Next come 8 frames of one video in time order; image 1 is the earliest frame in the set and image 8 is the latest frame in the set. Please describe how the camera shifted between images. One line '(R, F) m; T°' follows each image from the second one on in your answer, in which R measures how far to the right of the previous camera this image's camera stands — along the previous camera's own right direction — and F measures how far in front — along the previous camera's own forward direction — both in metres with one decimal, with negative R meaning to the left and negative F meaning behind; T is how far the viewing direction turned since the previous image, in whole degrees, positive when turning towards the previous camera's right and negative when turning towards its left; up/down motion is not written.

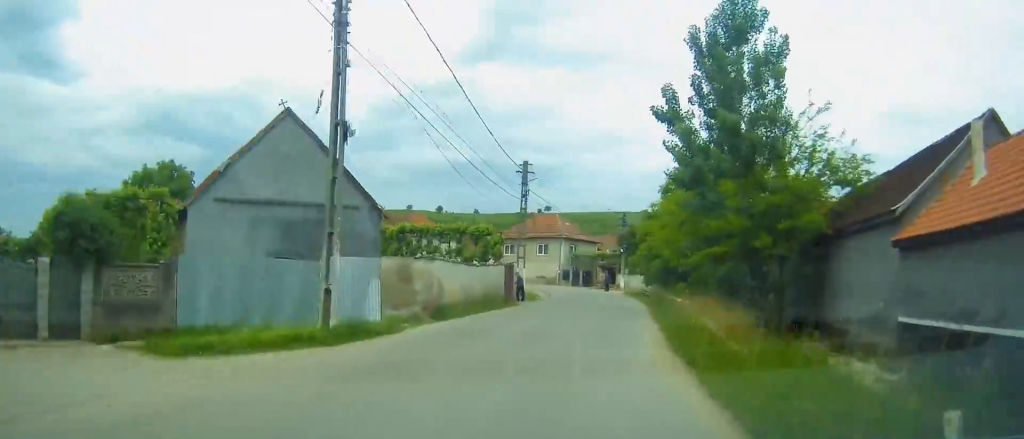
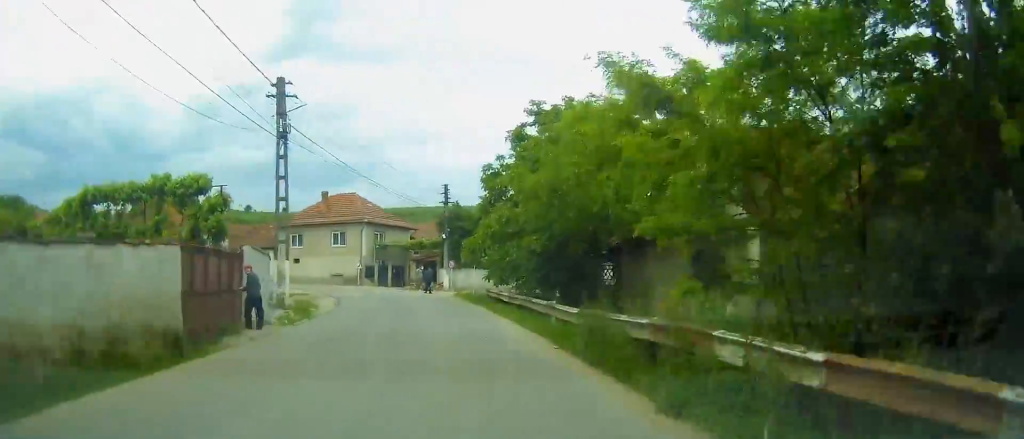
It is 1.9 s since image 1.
(+2.4, +17.4) m; 0°
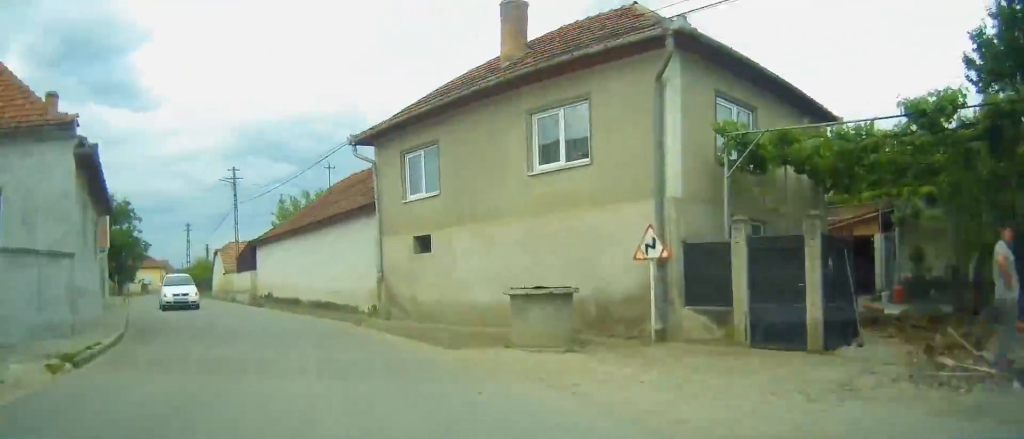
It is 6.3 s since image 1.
(-8.3, +43.7) m; -27°
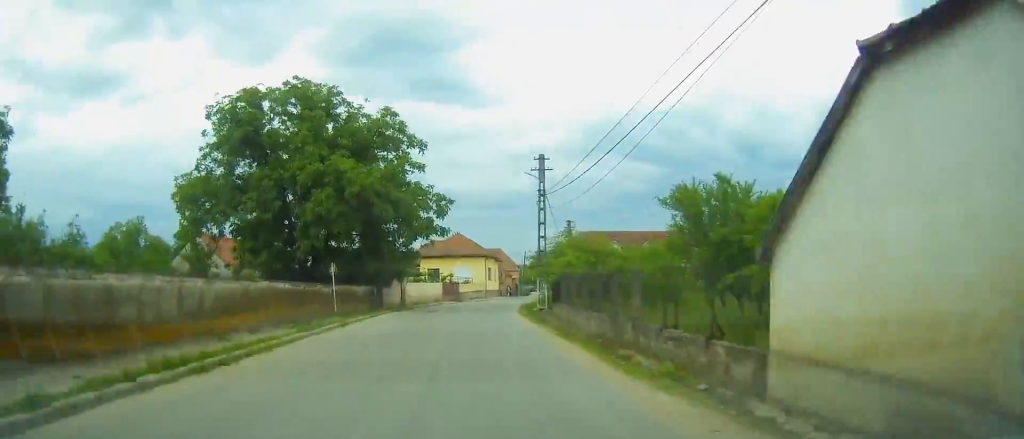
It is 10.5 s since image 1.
(-11.5, +46.2) m; -11°
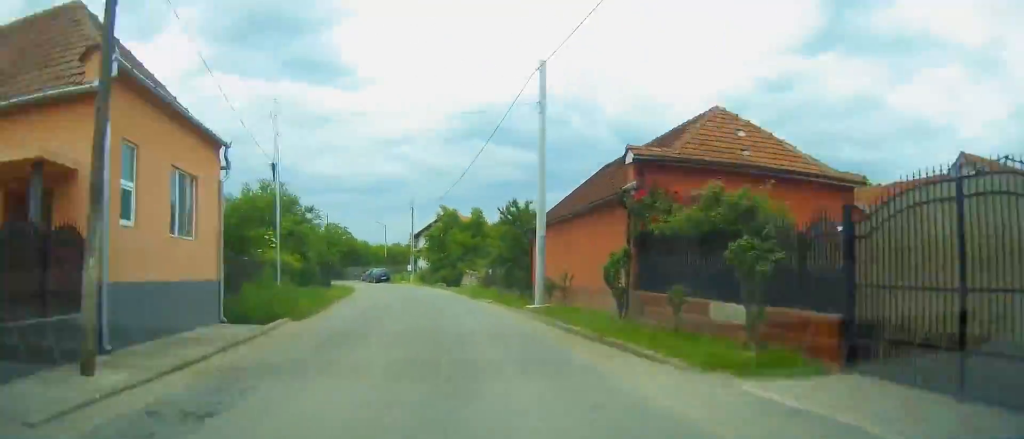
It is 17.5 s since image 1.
(+5.1, +88.6) m; -3°
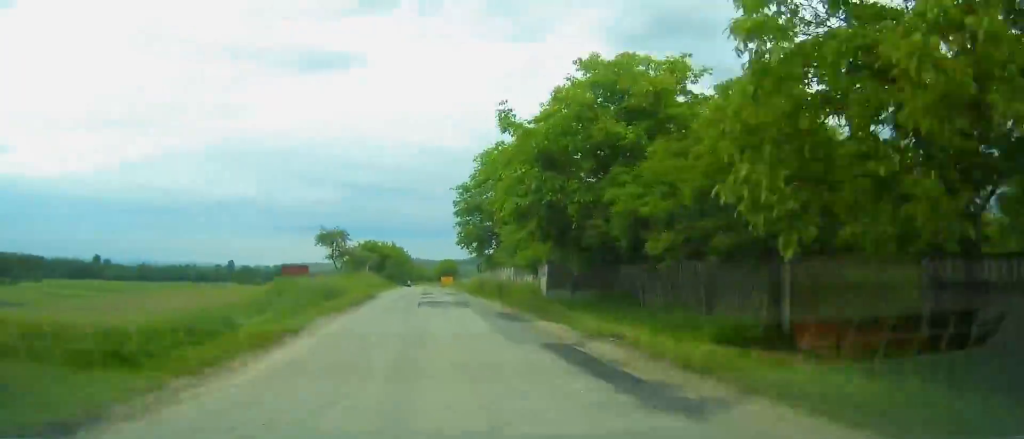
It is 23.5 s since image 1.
(-17.0, +76.7) m; -22°
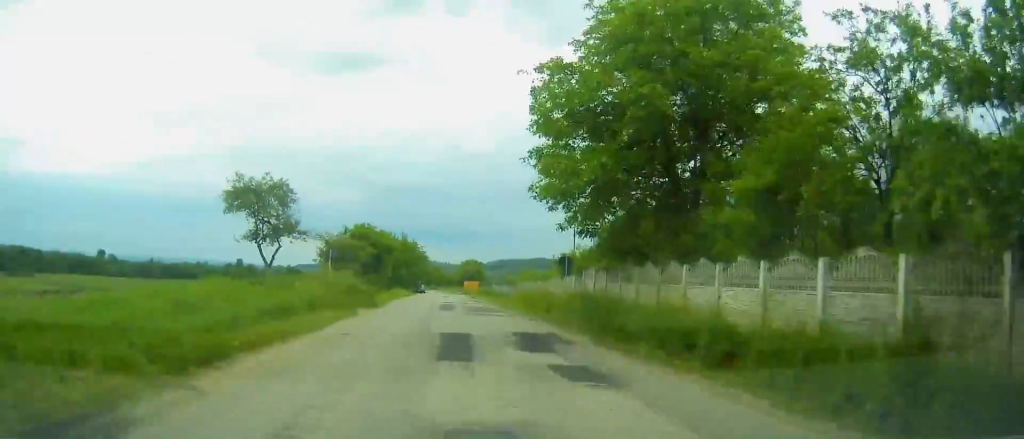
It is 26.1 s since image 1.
(-3.3, +34.9) m; -6°
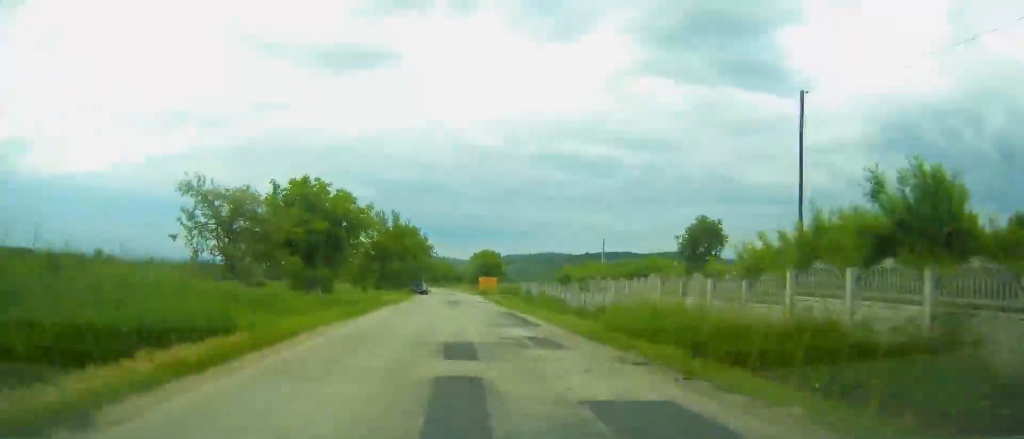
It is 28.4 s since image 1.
(-0.2, +32.2) m; -1°
